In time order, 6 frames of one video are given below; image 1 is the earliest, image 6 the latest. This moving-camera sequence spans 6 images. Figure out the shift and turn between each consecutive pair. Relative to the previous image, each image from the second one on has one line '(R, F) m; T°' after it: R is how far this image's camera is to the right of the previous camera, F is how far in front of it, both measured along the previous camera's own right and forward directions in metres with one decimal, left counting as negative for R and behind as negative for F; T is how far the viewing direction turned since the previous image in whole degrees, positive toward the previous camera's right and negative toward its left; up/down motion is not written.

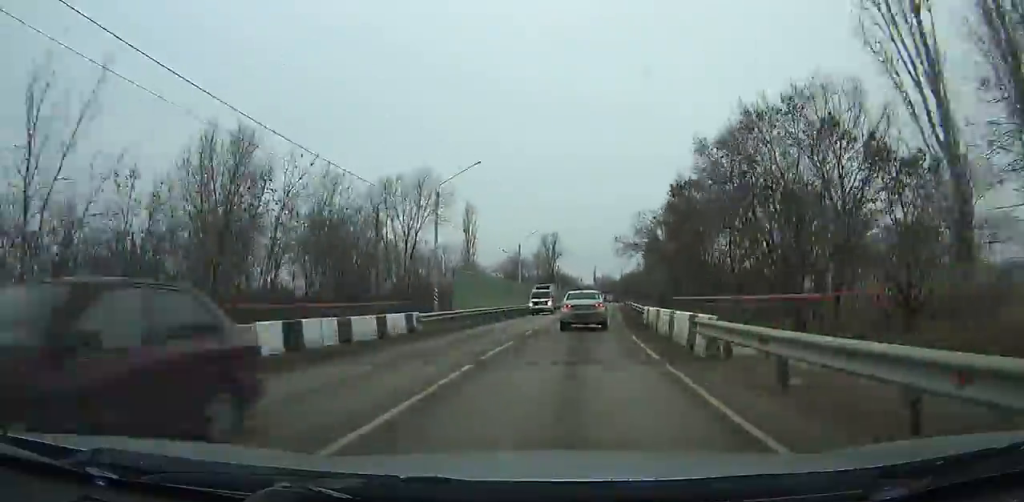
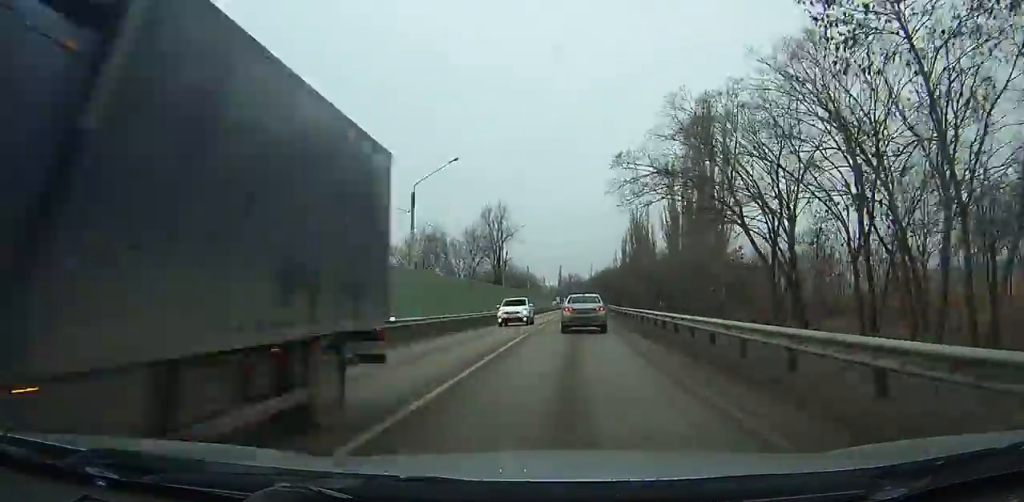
(+1.6, +38.3) m; +2°
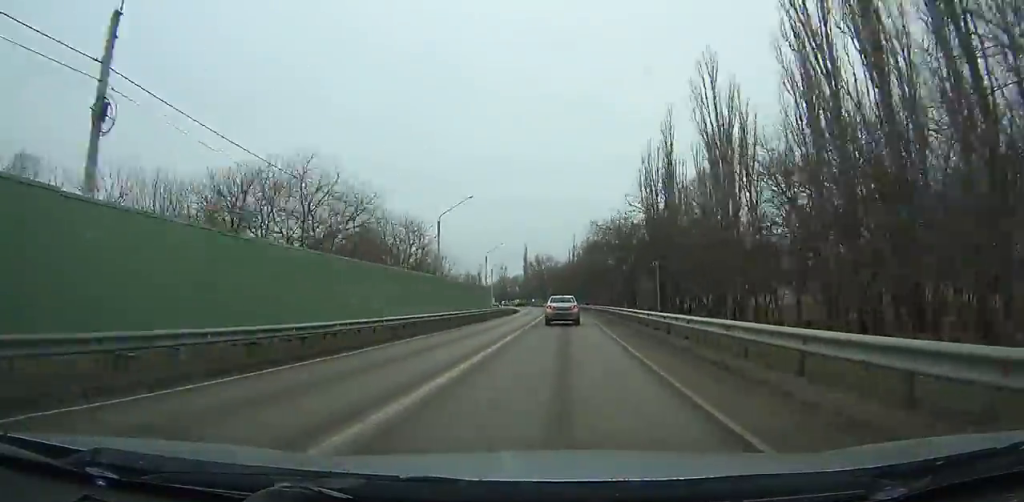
(+2.6, +96.9) m; +1°
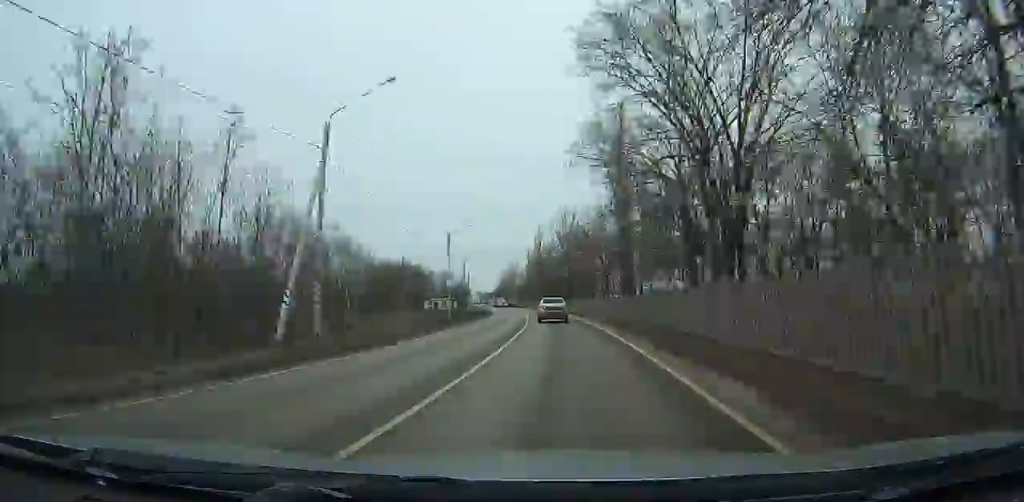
(-10.7, +134.1) m; -12°
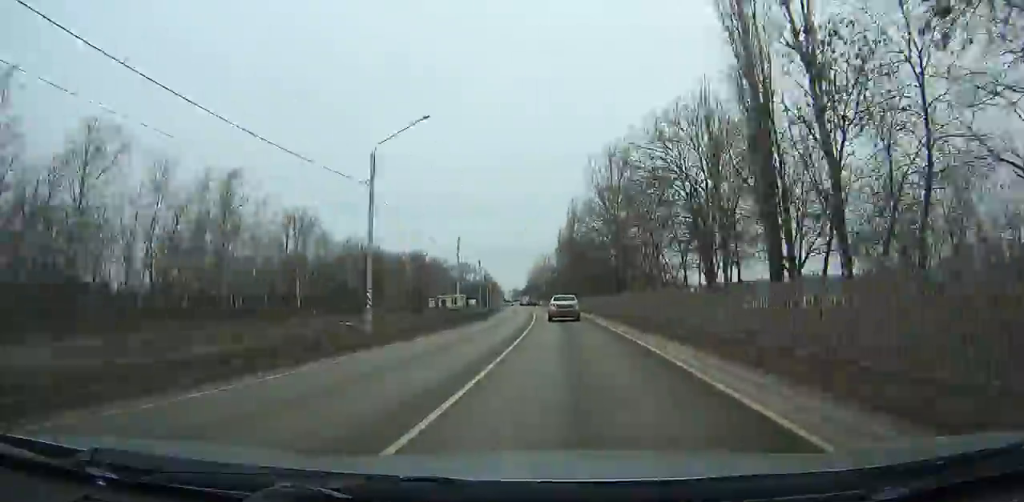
(-0.8, +31.5) m; -3°
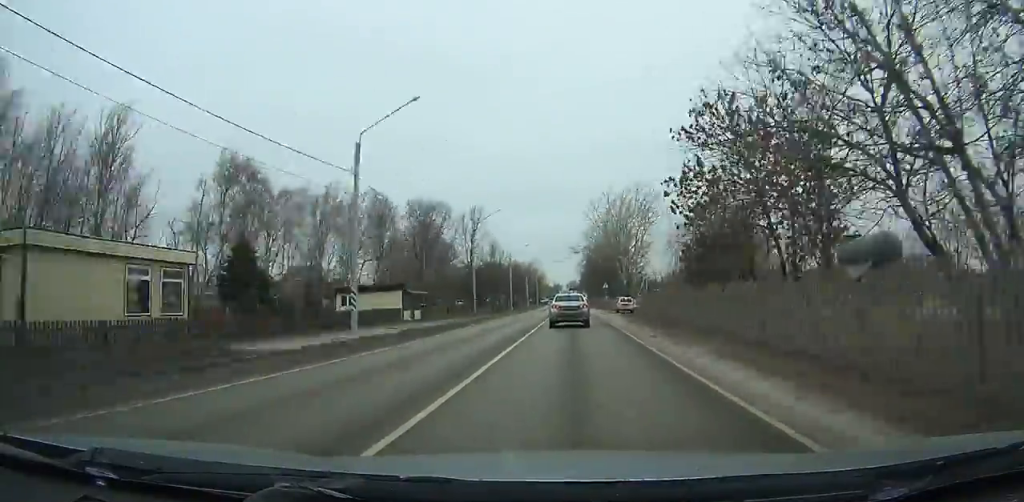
(-5.9, +108.4) m; -4°
